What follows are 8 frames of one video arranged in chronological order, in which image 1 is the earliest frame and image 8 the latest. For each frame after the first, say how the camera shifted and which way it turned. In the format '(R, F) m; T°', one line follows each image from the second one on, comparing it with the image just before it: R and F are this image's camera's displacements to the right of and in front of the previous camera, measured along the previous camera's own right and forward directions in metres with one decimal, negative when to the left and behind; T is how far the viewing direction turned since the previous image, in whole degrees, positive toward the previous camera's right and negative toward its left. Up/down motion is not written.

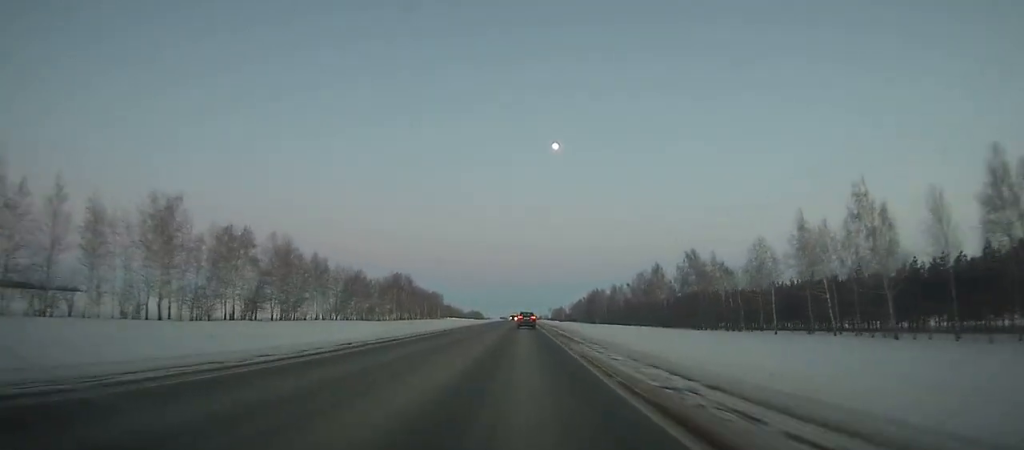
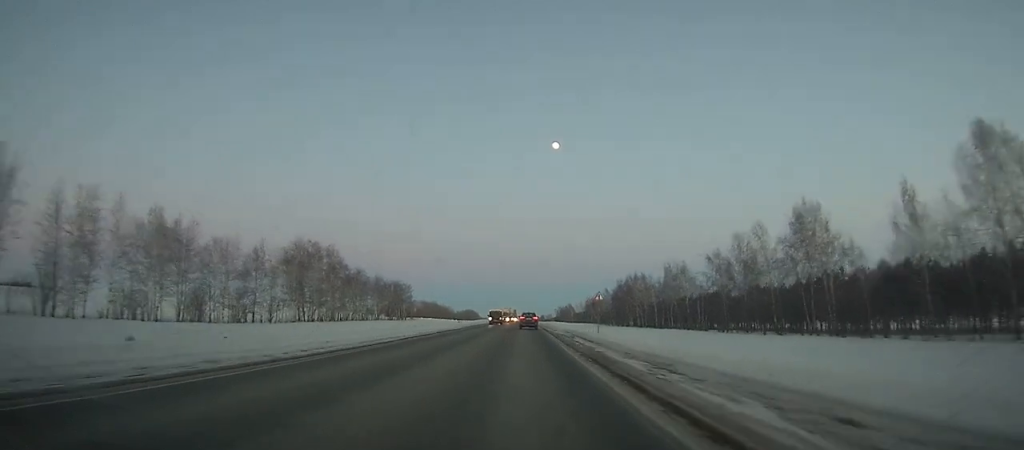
(+0.1, +79.4) m; 0°
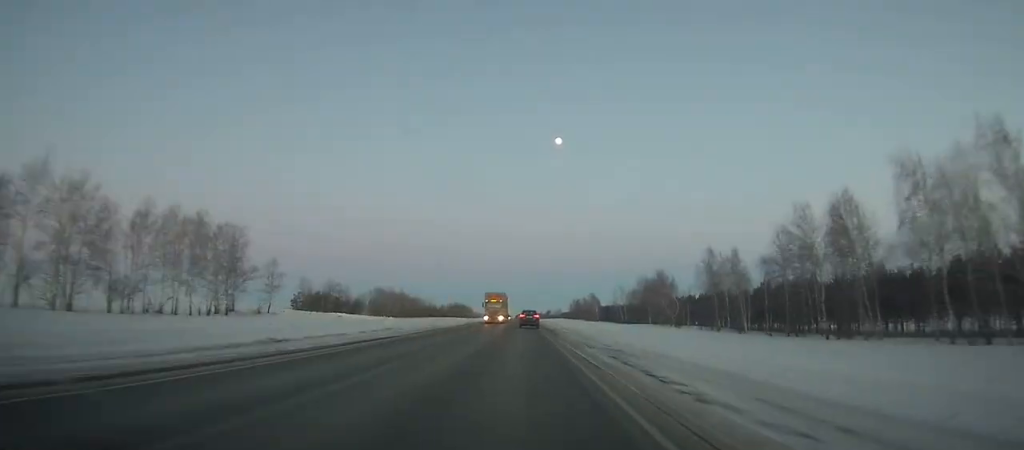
(-0.3, +121.5) m; 0°
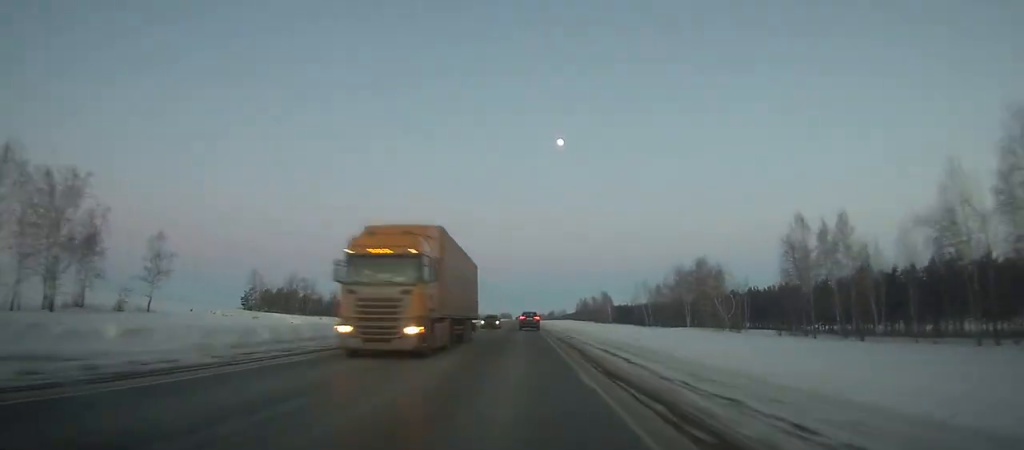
(0.0, +33.0) m; 0°
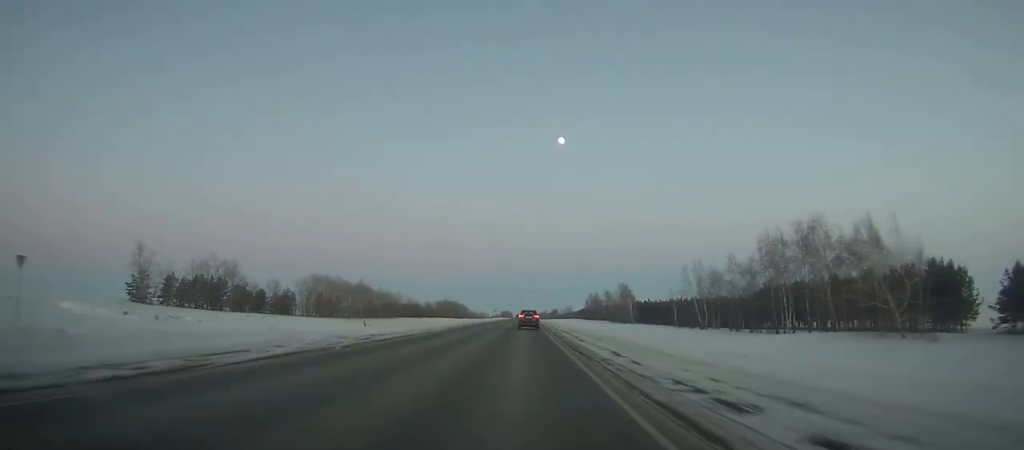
(0.0, +43.8) m; 0°
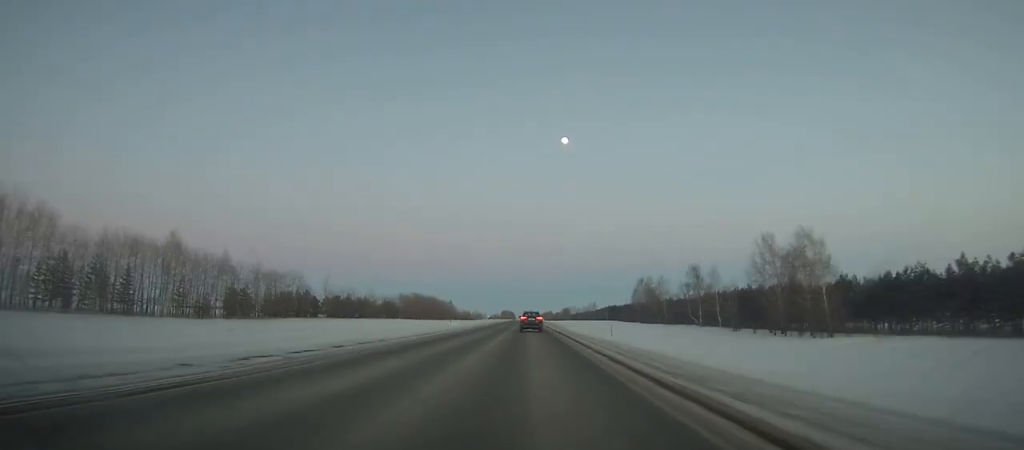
(-0.5, +122.2) m; 0°
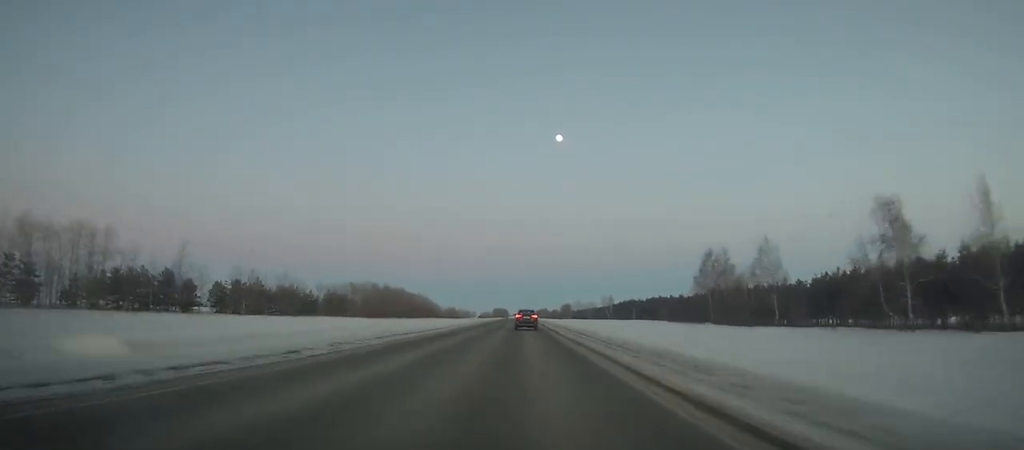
(0.0, +70.0) m; 0°
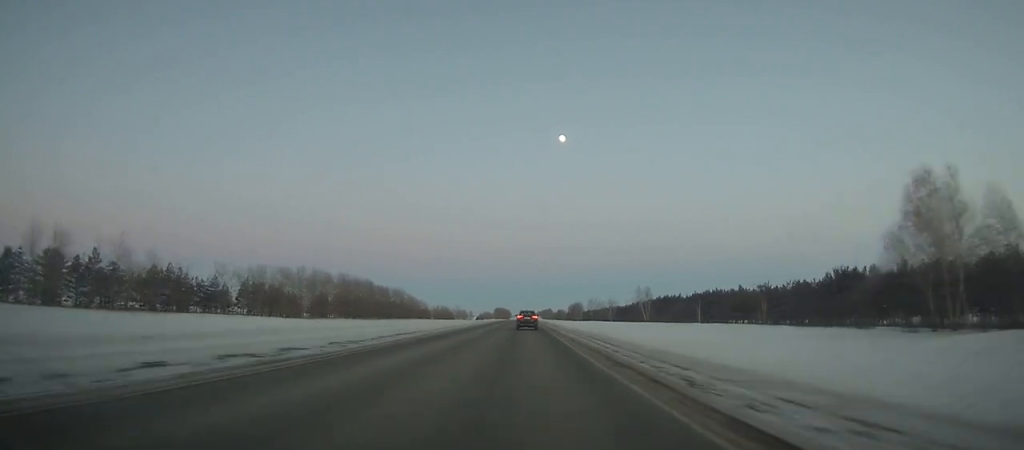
(+0.2, +59.4) m; 0°
